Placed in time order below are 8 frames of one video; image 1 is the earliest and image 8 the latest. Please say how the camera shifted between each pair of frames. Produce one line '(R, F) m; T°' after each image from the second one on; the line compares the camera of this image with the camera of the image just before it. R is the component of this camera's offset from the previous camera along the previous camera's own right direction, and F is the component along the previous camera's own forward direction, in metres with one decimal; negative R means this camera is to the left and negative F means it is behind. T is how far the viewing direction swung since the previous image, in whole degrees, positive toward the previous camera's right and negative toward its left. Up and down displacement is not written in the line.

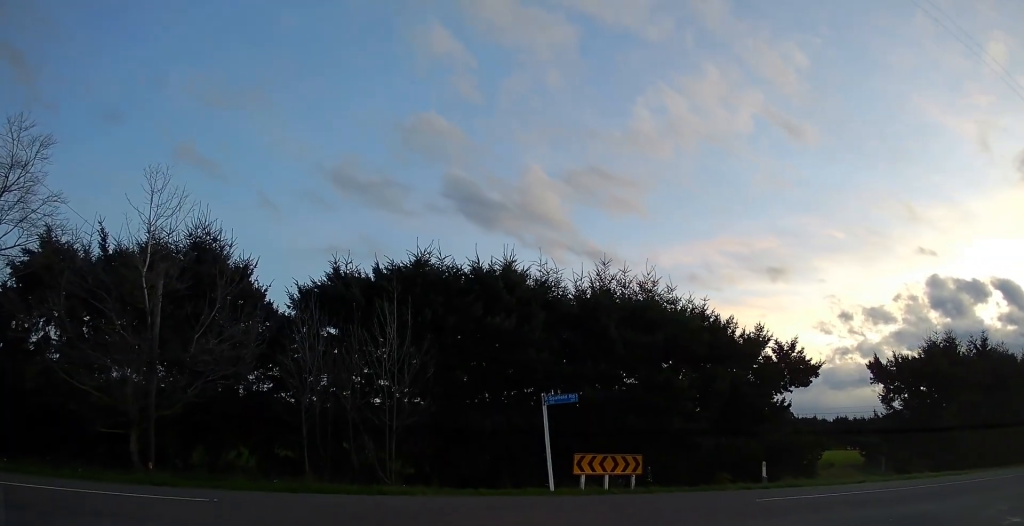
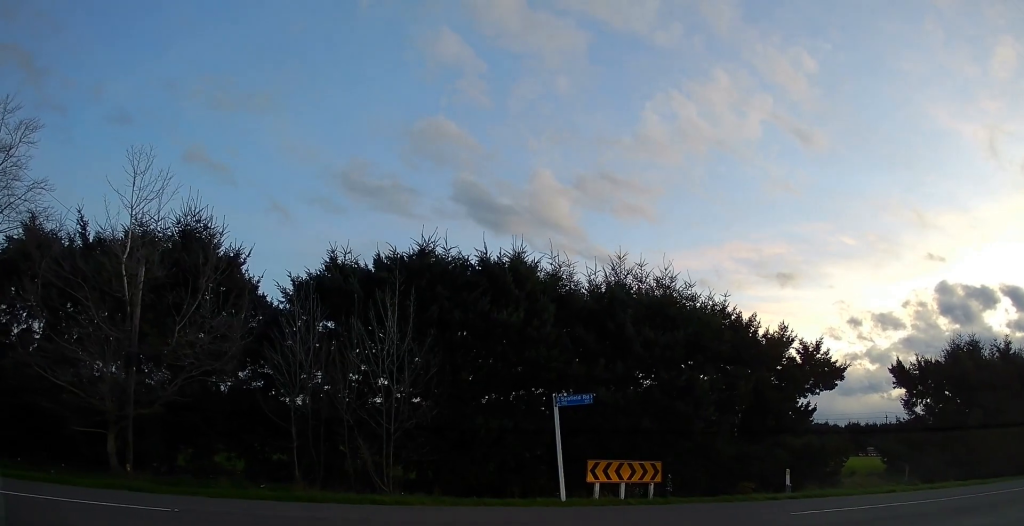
(-0.1, +1.4) m; +5°
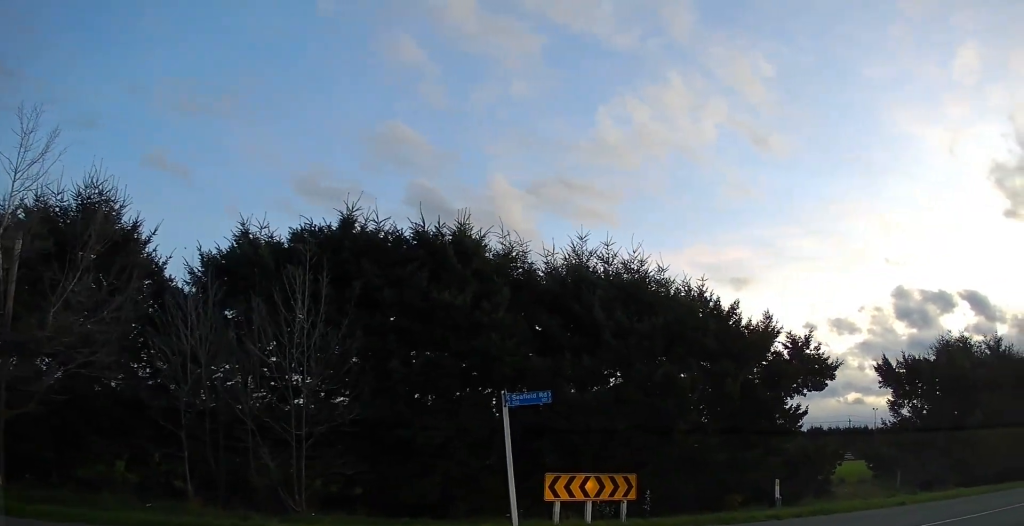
(+0.5, +2.8) m; +7°
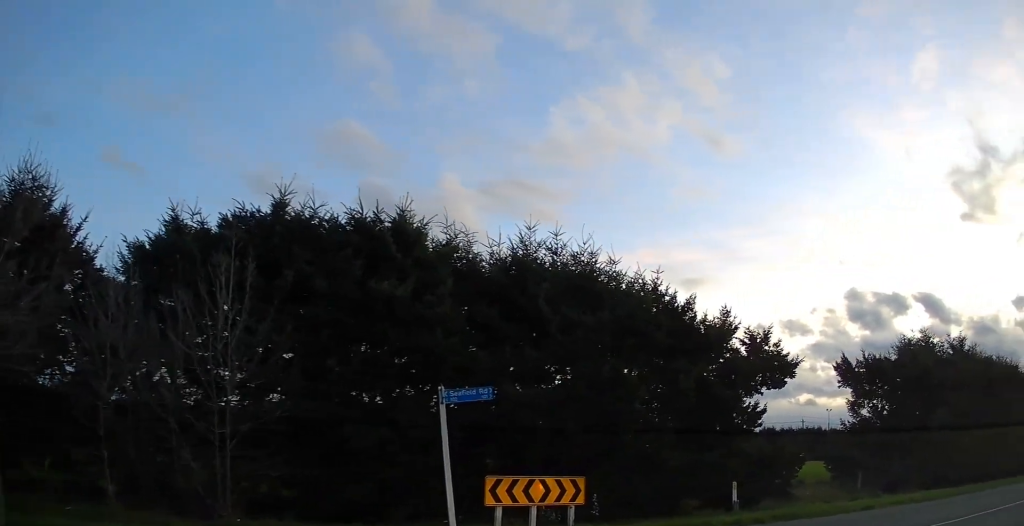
(0.0, +0.4) m; +4°
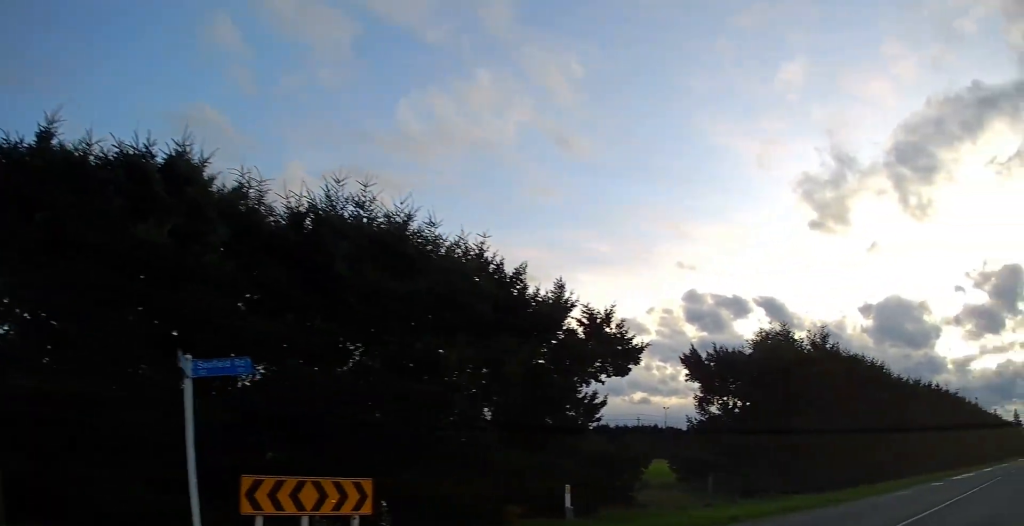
(+0.1, +1.8) m; +19°
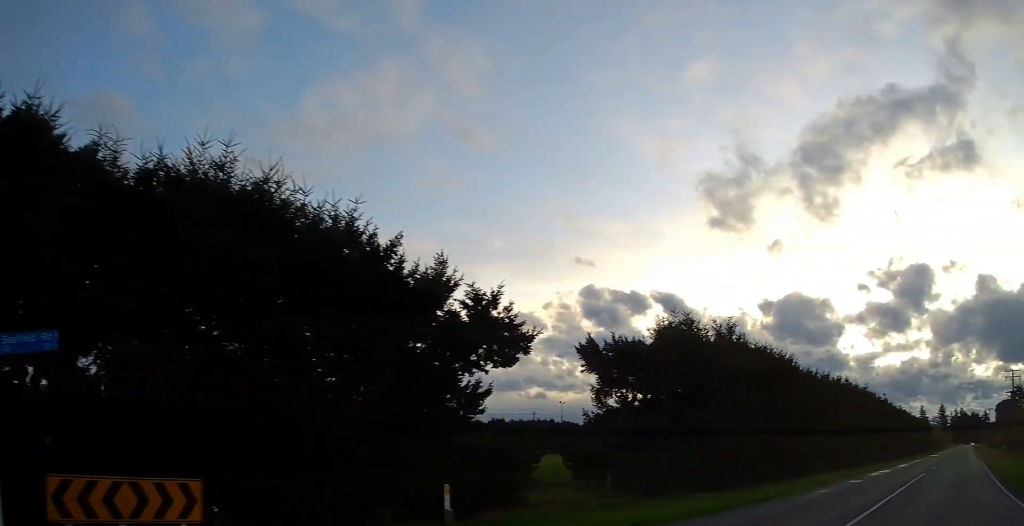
(+0.2, +1.5) m; +4°
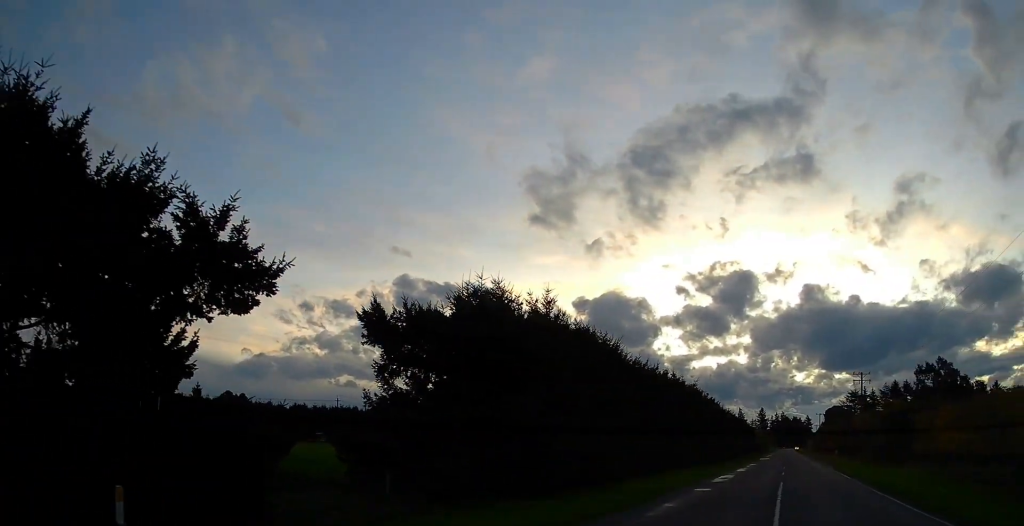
(+0.3, +4.3) m; +7°
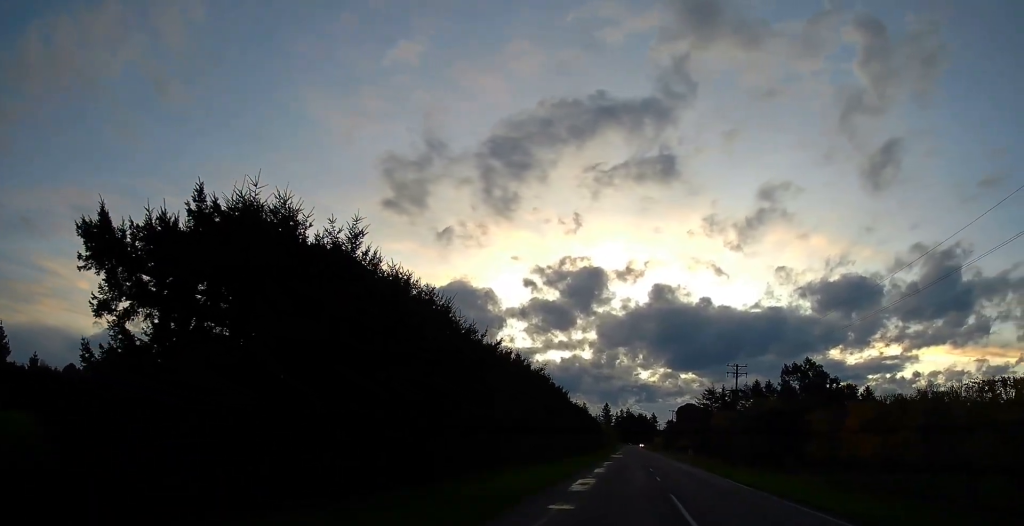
(+0.6, +7.0) m; +6°
